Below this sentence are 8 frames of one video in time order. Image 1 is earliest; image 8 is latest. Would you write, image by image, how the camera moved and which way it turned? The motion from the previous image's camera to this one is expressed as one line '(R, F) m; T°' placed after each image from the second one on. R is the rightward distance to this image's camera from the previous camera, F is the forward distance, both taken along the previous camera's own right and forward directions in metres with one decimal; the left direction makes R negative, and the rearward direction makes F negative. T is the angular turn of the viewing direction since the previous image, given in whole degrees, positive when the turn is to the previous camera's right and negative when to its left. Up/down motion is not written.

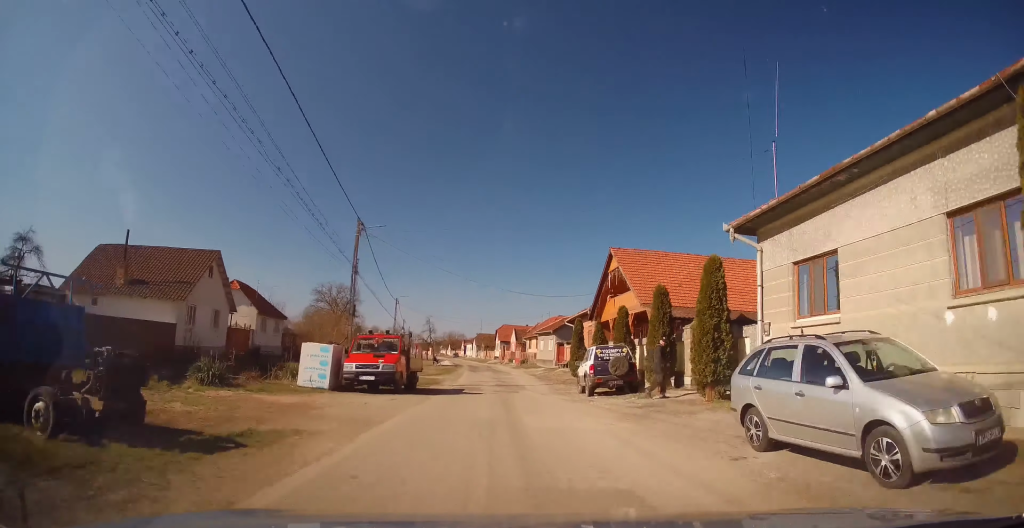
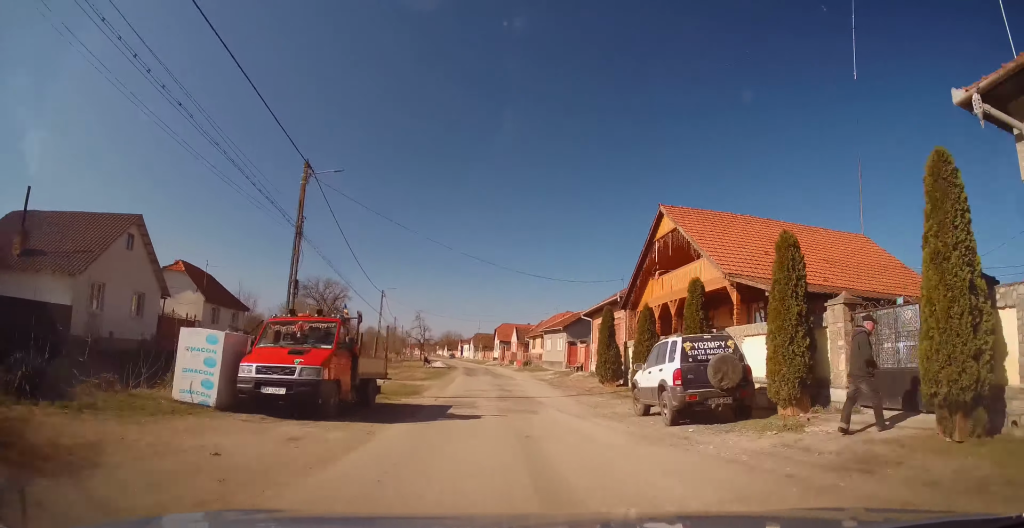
(+0.2, +7.2) m; +1°
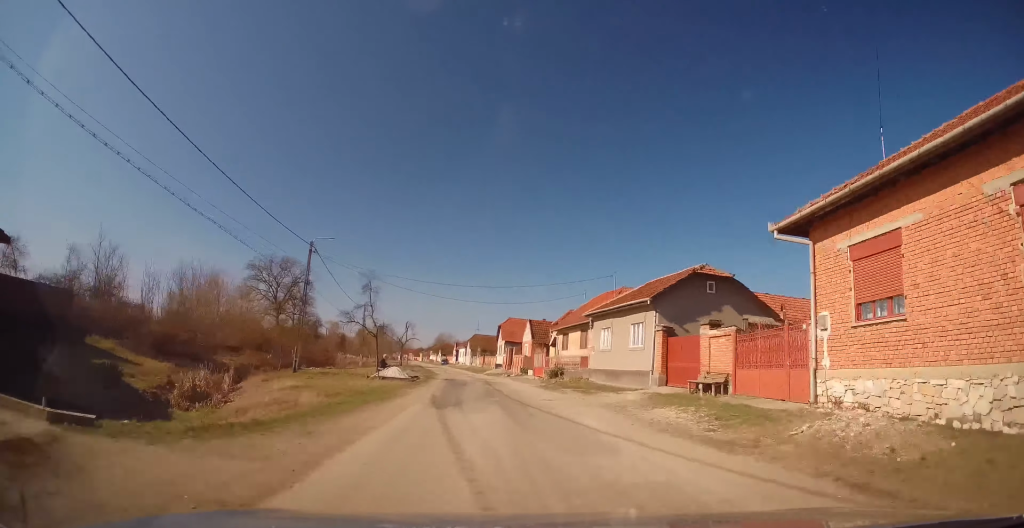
(0.0, +23.2) m; 0°
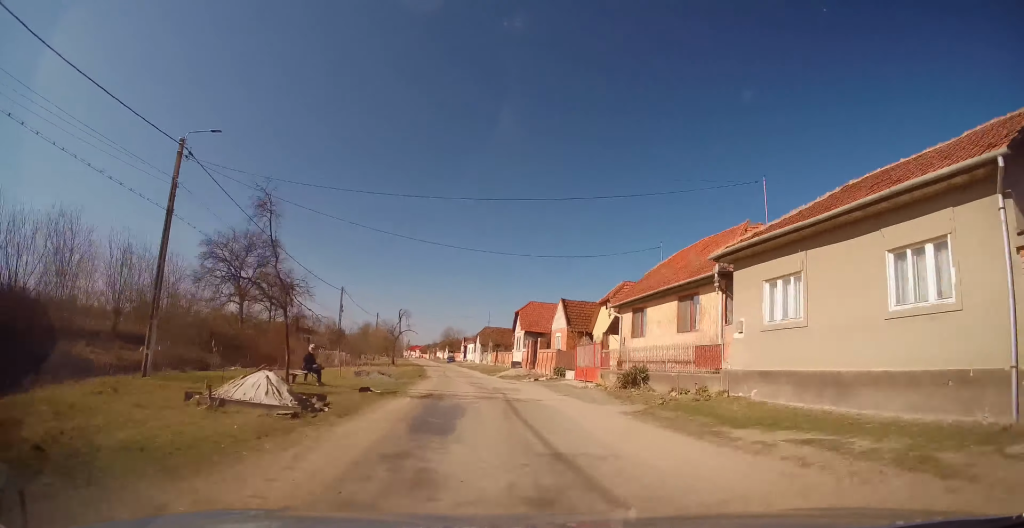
(+0.1, +16.4) m; 0°
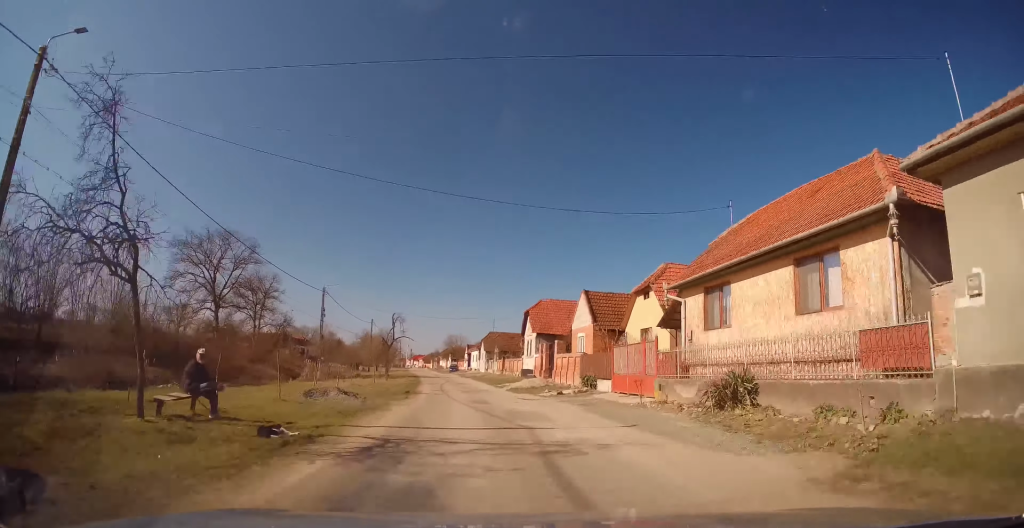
(0.0, +7.7) m; -1°
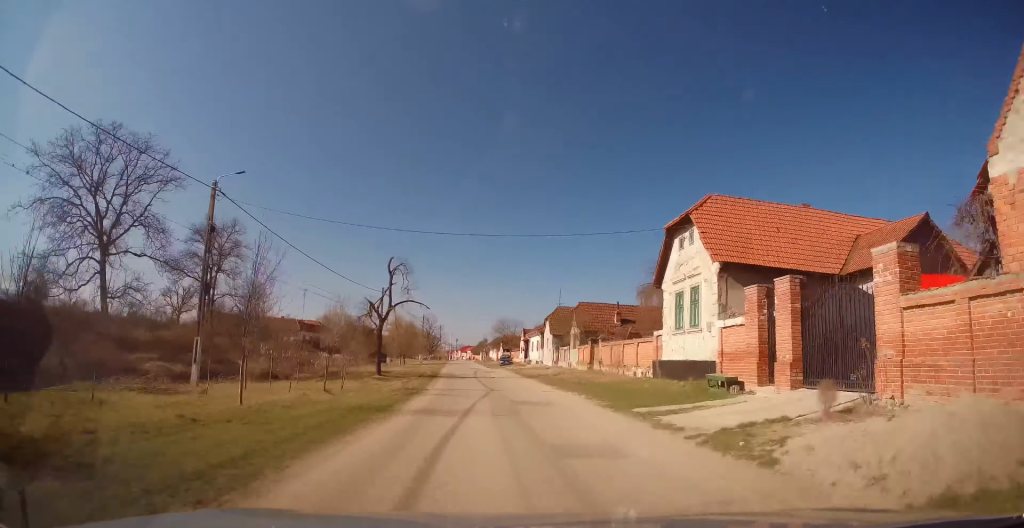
(-0.8, +27.8) m; -4°
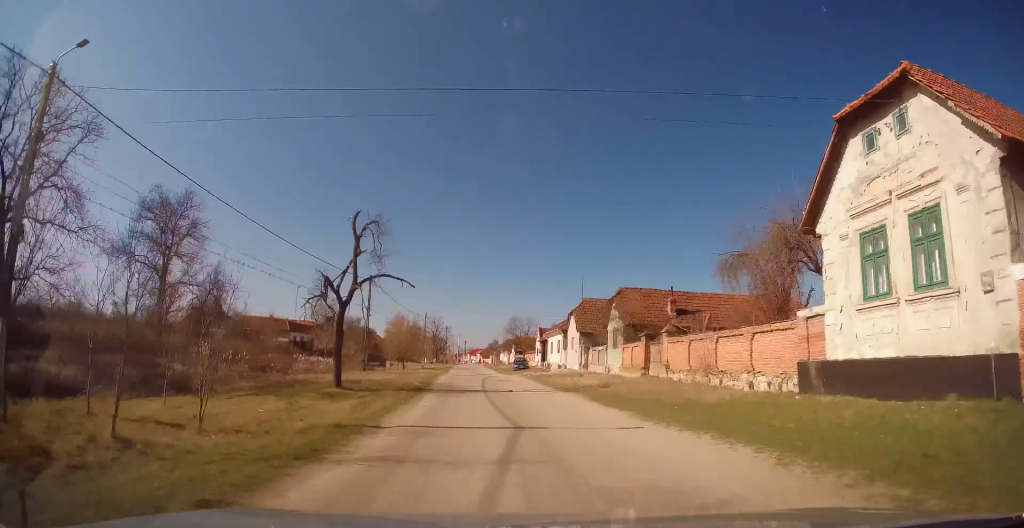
(-0.2, +10.6) m; -2°
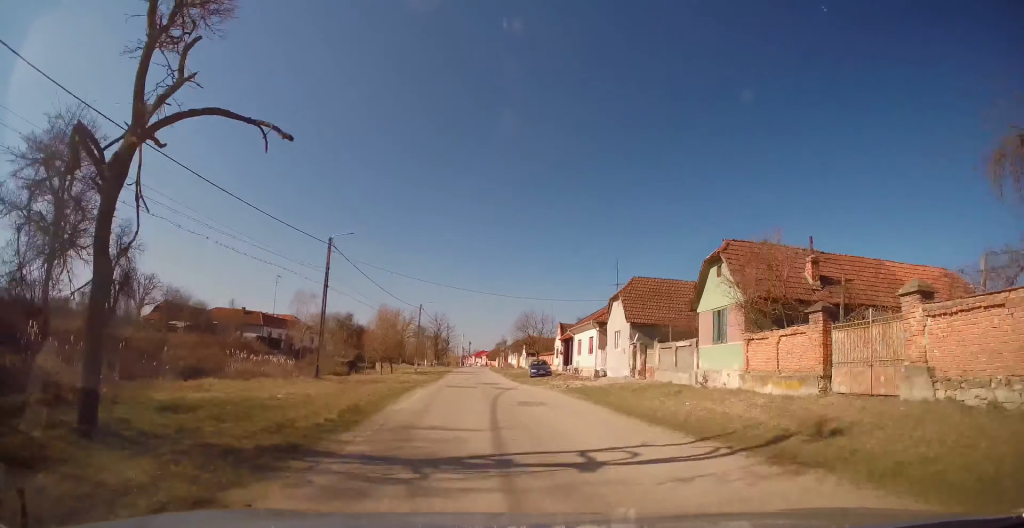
(-0.4, +14.2) m; -2°
